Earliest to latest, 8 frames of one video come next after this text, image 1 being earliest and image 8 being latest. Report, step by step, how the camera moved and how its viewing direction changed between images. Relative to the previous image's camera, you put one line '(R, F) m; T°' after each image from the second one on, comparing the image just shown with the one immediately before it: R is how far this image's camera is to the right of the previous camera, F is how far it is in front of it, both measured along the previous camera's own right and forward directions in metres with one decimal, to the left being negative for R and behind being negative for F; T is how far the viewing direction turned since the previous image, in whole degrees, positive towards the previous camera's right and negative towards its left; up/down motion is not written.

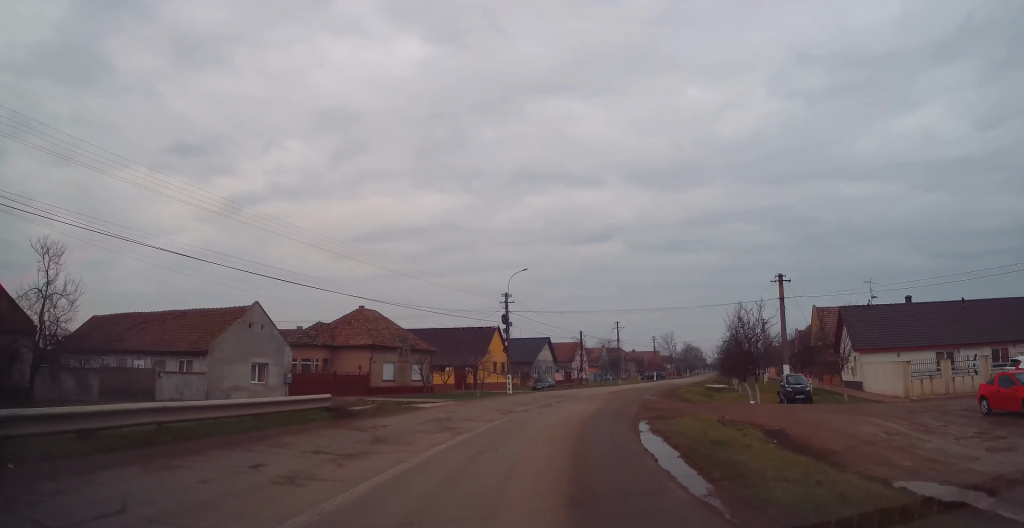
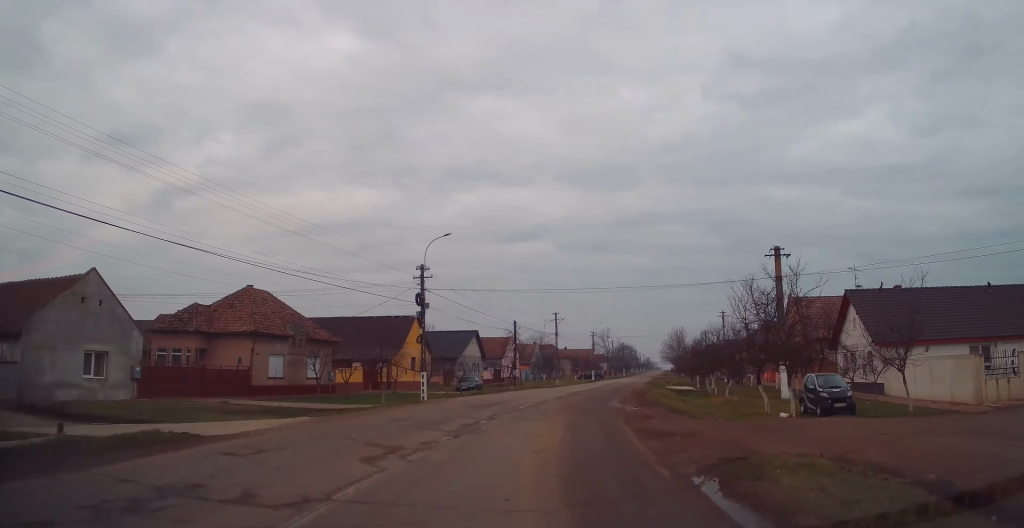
(+0.7, +10.3) m; +6°
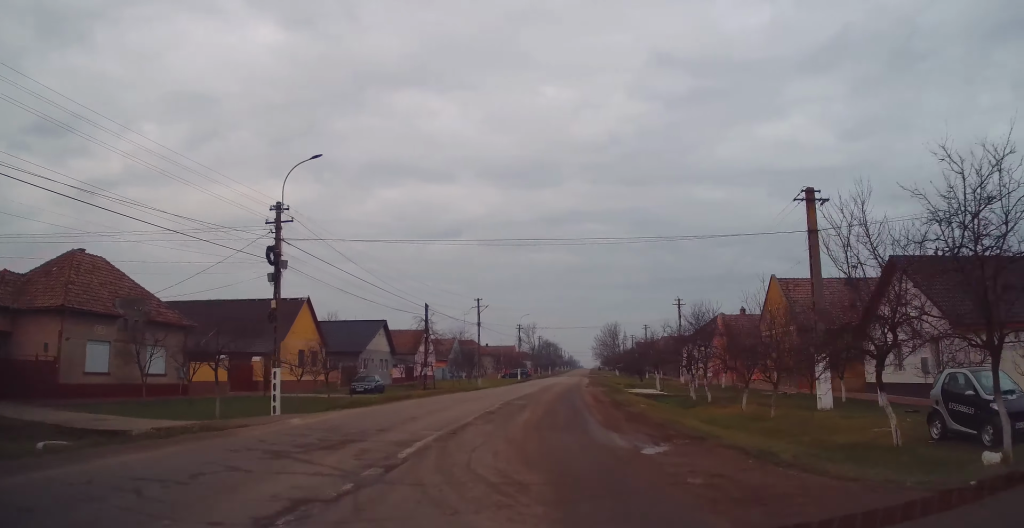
(+0.7, +12.0) m; +6°
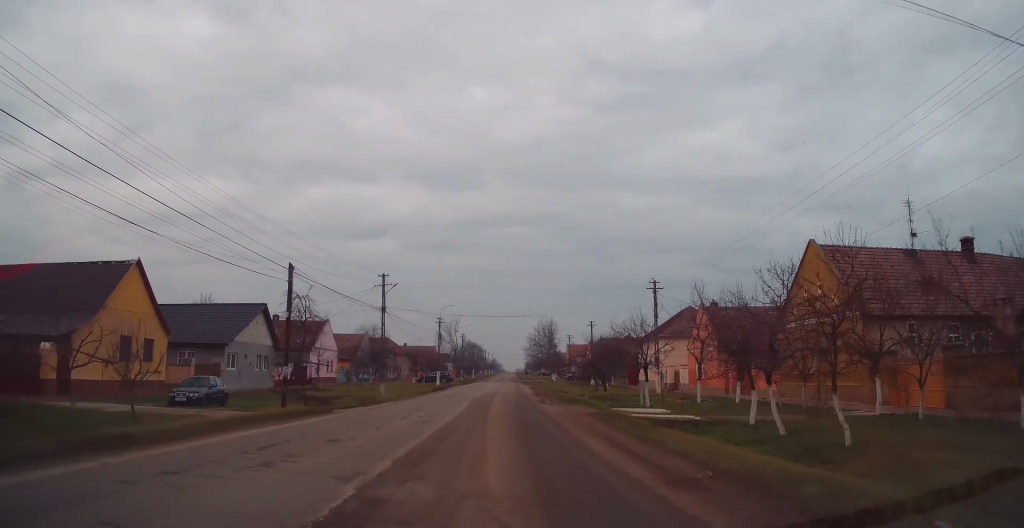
(+0.9, +15.9) m; +5°
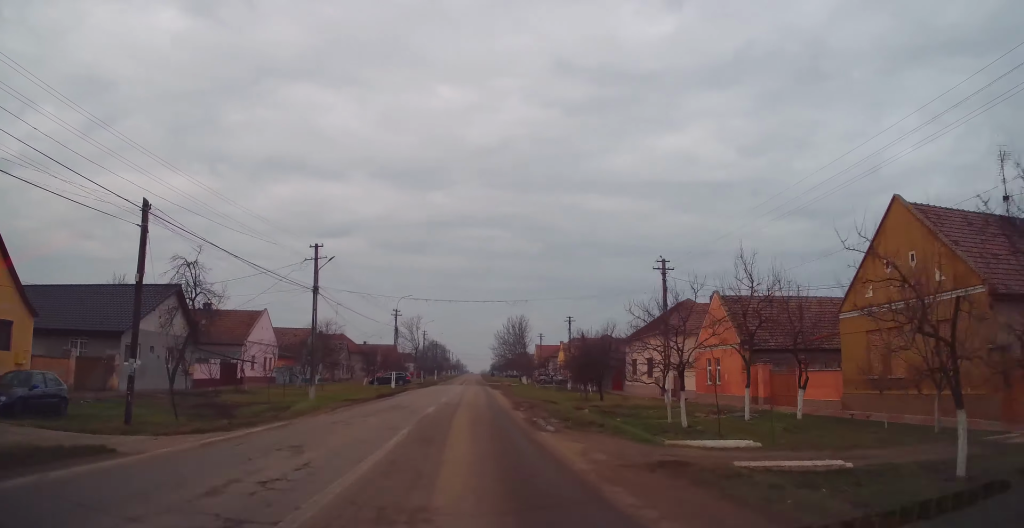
(0.0, +10.0) m; +2°
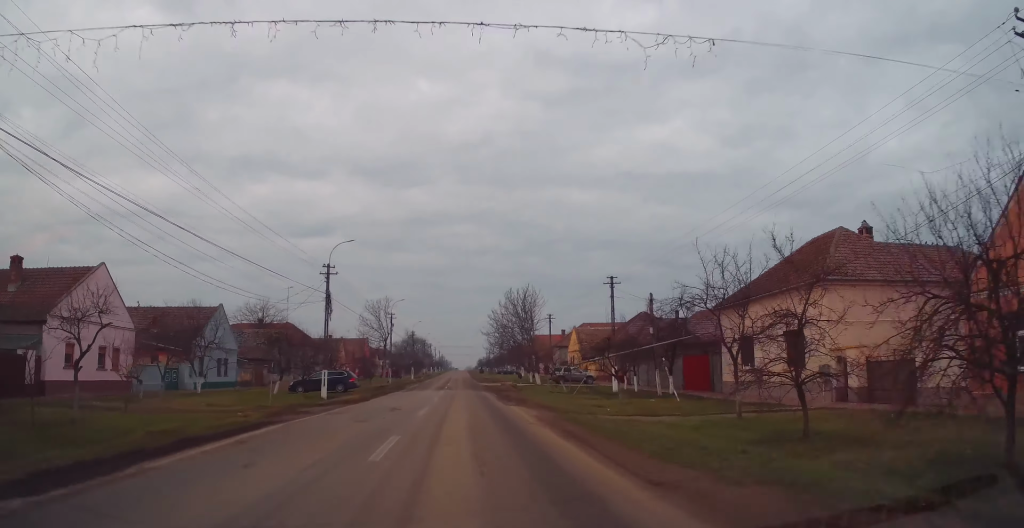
(+1.5, +26.6) m; +4°
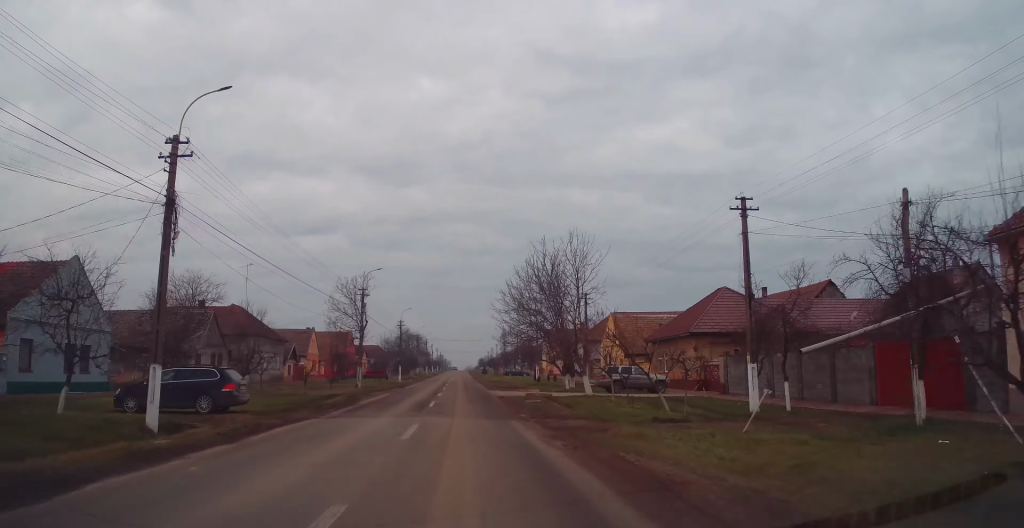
(+0.2, +21.4) m; 0°
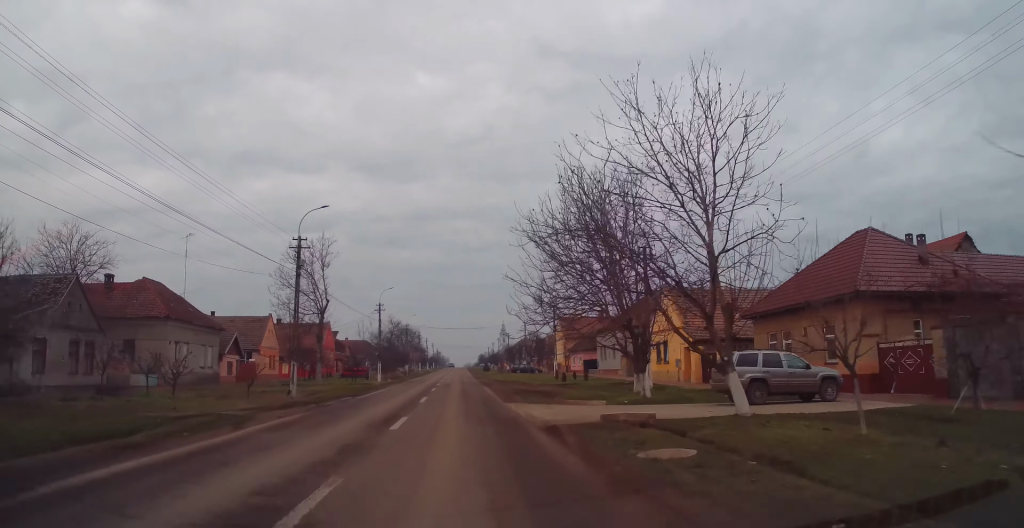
(-0.1, +19.1) m; +1°
